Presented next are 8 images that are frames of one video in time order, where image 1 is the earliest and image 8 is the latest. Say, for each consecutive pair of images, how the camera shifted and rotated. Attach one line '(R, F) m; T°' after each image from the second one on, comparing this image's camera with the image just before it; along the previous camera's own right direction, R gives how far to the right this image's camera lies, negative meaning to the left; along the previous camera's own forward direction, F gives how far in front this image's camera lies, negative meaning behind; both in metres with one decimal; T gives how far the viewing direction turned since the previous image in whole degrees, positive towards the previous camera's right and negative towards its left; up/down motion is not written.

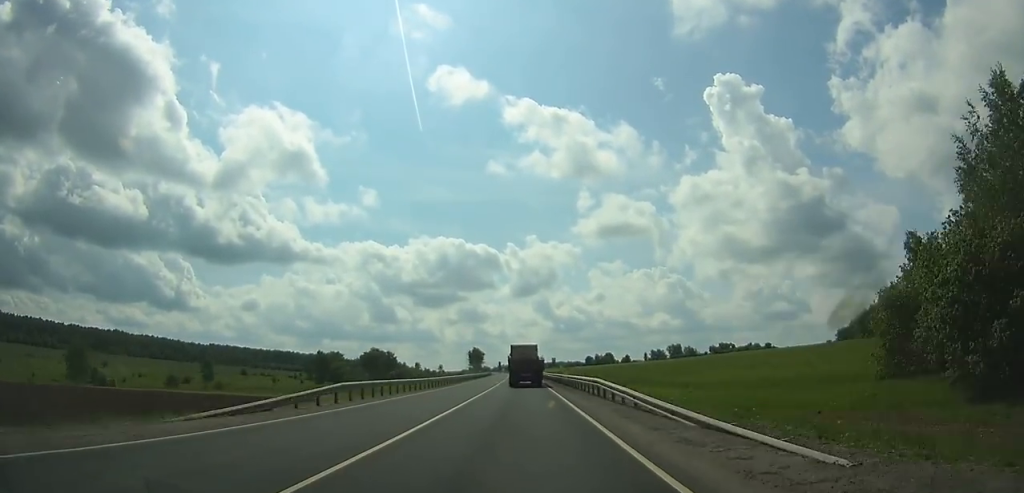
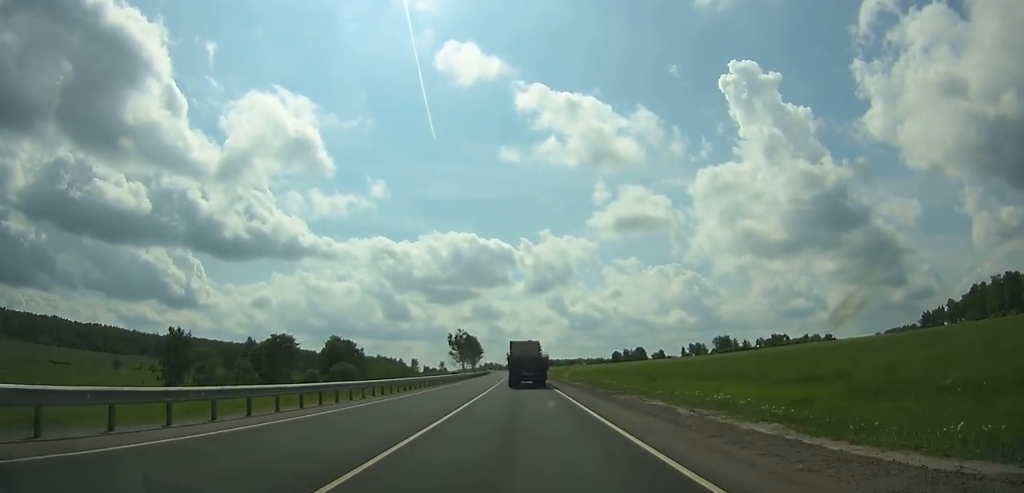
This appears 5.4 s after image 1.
(-1.4, +115.7) m; -1°
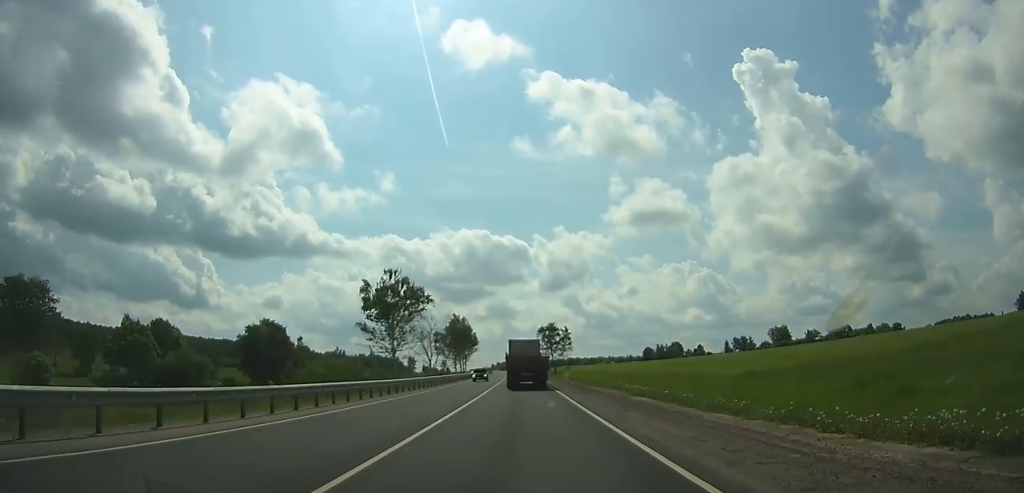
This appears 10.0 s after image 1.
(-1.0, +89.9) m; -1°
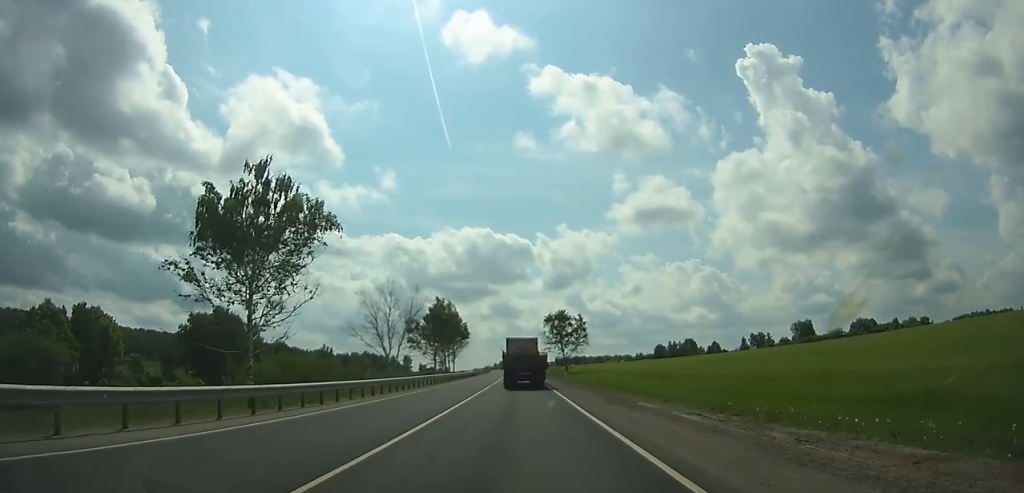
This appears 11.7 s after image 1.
(0.0, +33.6) m; 0°
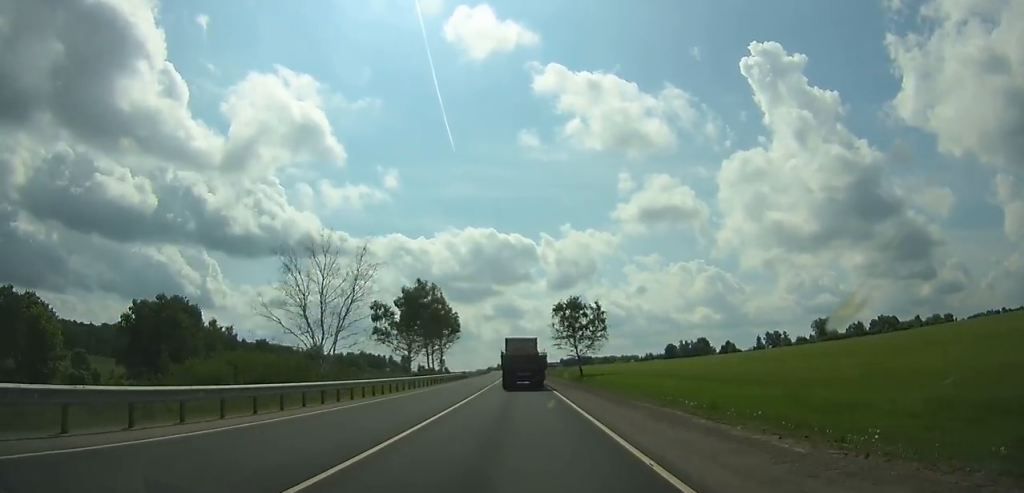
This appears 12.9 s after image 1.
(-0.1, +24.3) m; 0°
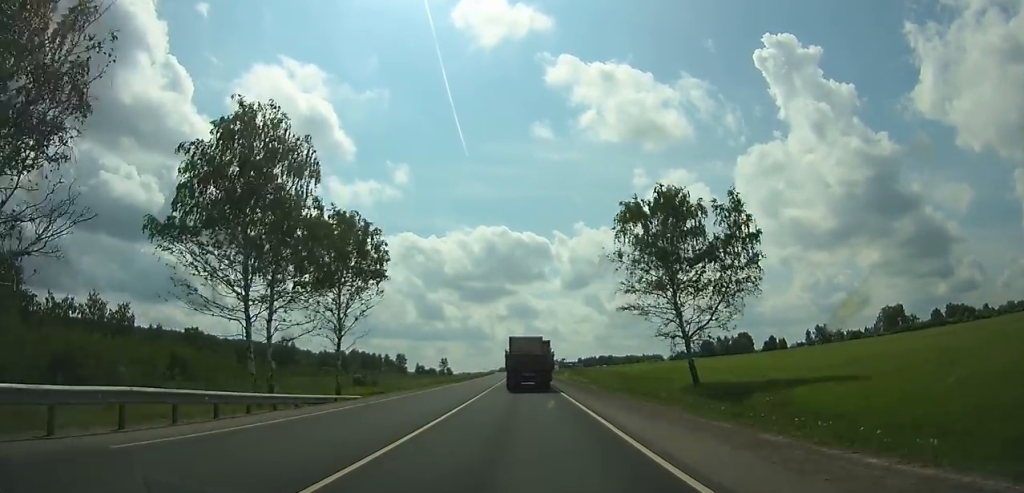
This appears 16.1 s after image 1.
(-0.6, +66.2) m; -1°
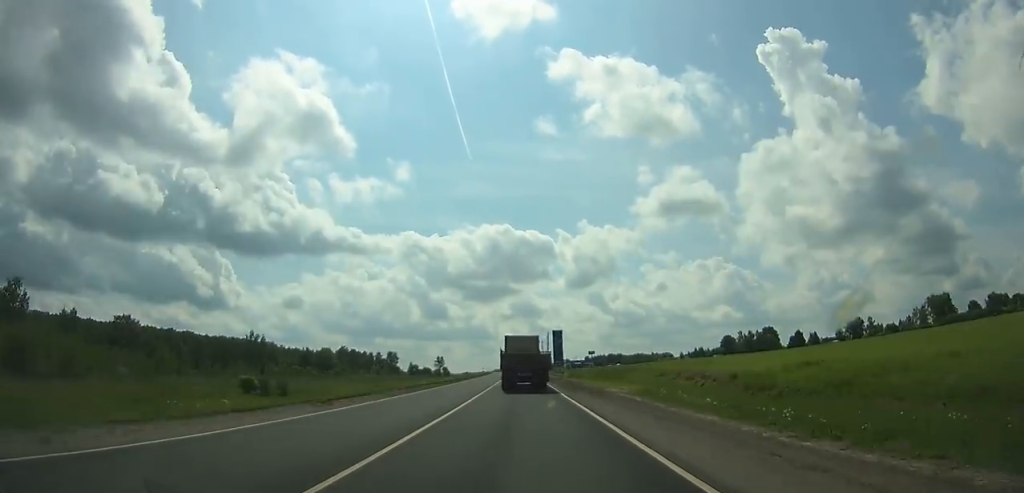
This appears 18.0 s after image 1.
(-0.2, +39.6) m; -1°
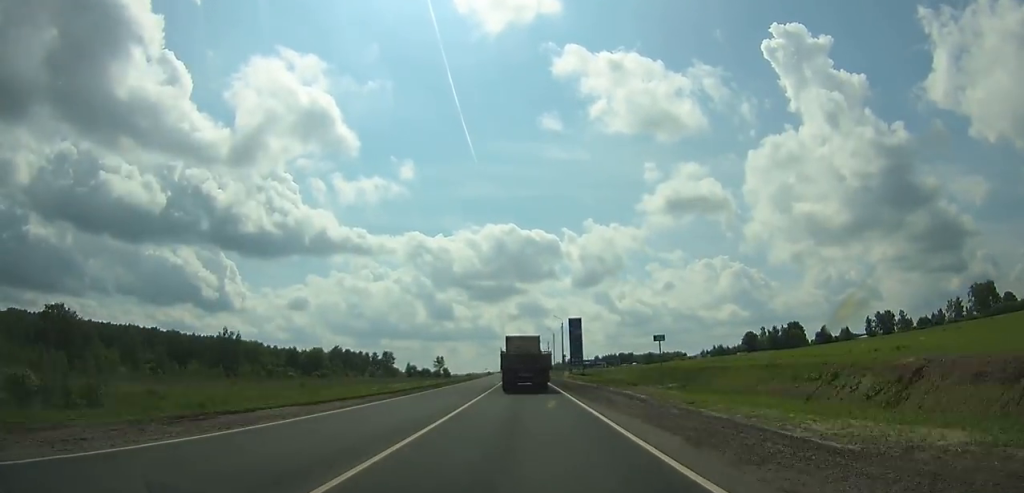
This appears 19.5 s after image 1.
(-0.2, +29.8) m; 0°
